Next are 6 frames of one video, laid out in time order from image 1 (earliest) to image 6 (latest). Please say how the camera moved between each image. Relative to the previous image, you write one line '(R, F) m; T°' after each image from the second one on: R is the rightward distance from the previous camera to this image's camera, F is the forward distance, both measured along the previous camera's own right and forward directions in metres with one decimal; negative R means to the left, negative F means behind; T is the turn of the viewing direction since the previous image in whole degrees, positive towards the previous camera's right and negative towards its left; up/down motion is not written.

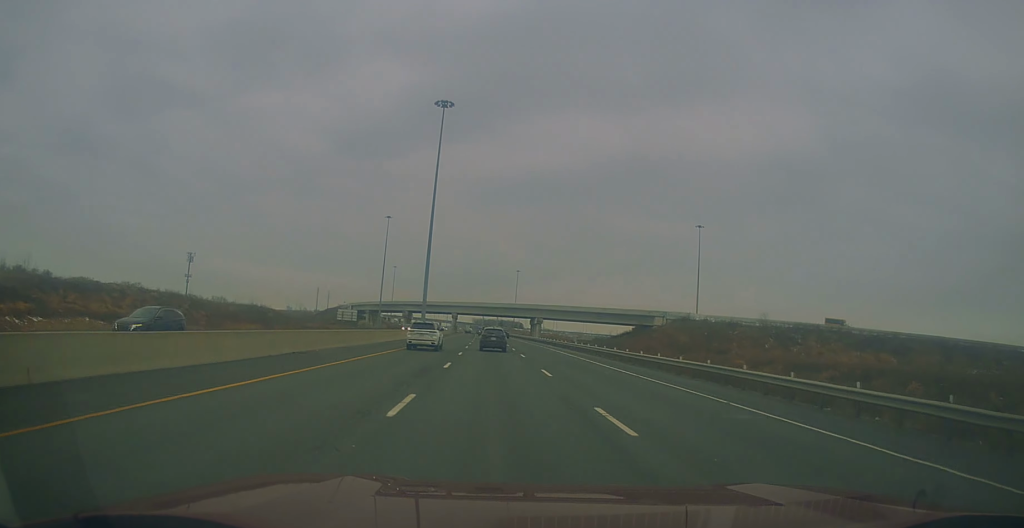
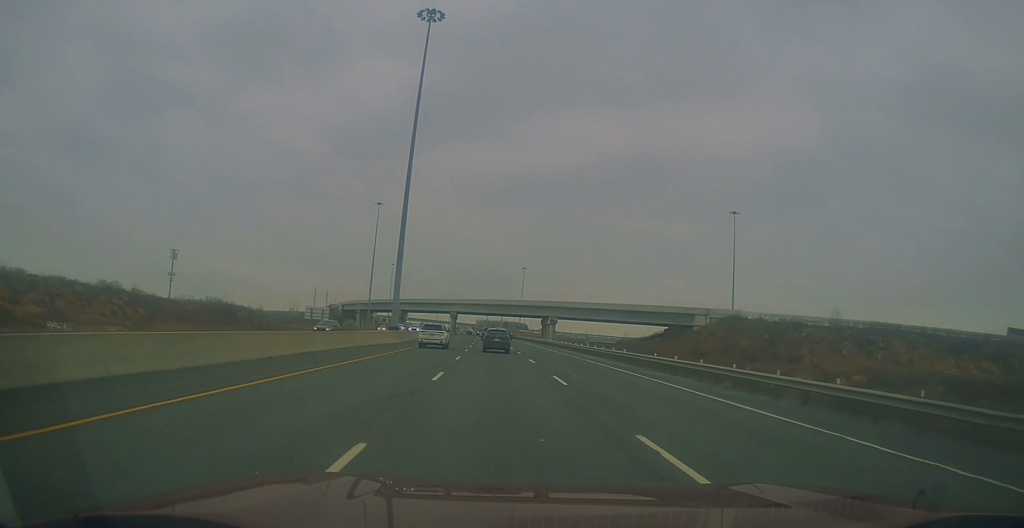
(+0.8, +29.2) m; +1°
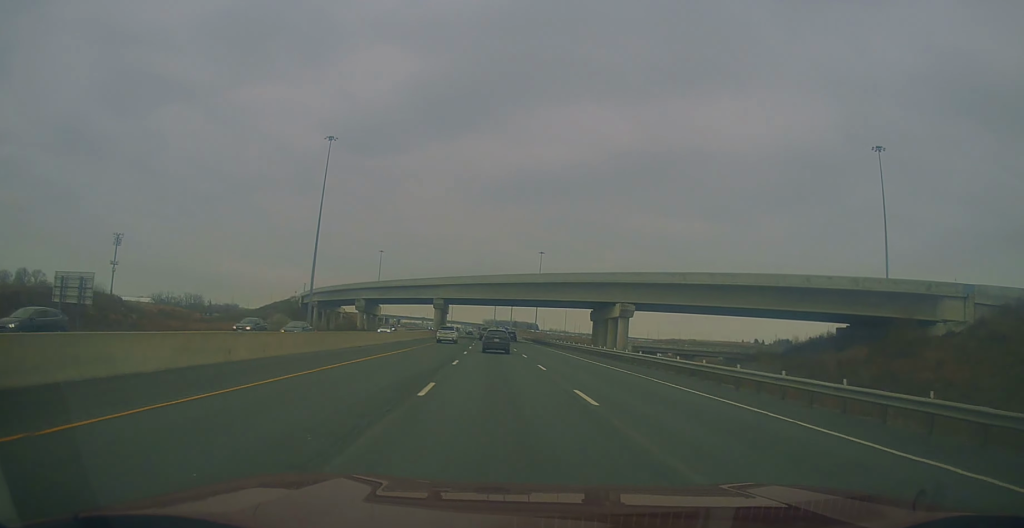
(-2.4, +75.9) m; -2°
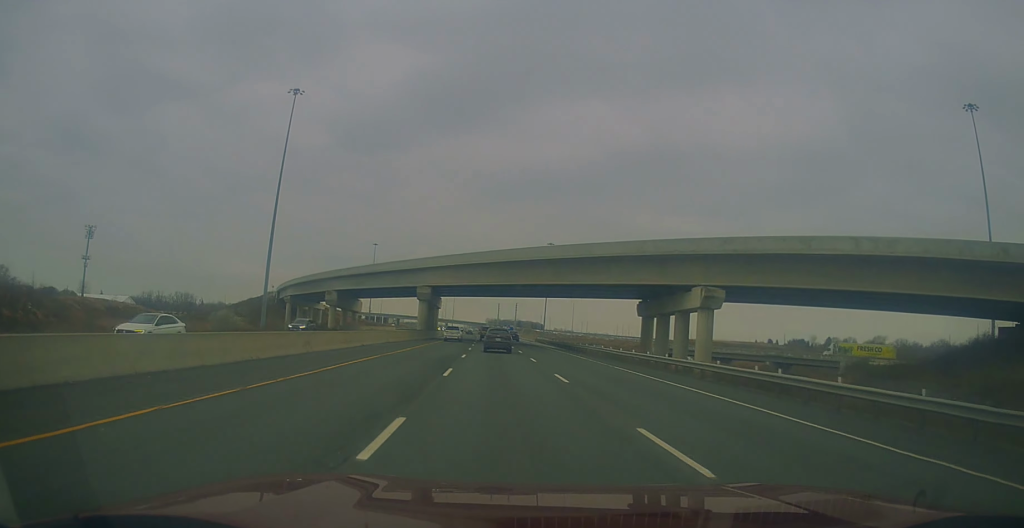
(+0.1, +29.9) m; 0°
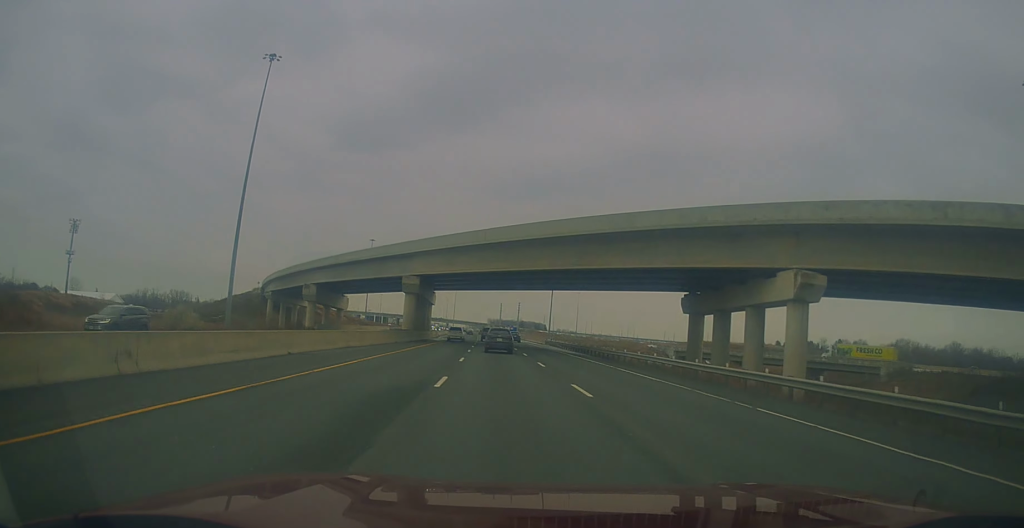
(-0.3, +15.9) m; 0°
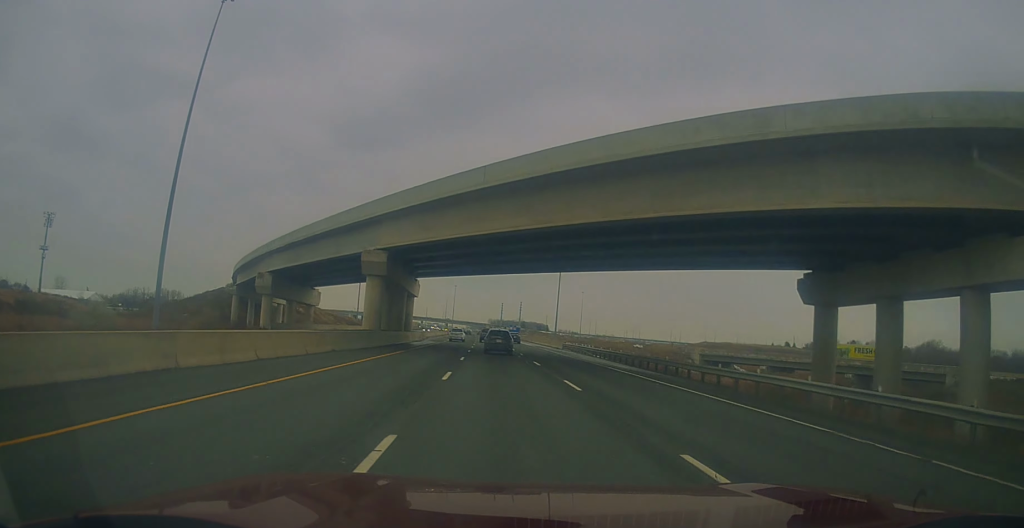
(+0.2, +21.7) m; 0°
